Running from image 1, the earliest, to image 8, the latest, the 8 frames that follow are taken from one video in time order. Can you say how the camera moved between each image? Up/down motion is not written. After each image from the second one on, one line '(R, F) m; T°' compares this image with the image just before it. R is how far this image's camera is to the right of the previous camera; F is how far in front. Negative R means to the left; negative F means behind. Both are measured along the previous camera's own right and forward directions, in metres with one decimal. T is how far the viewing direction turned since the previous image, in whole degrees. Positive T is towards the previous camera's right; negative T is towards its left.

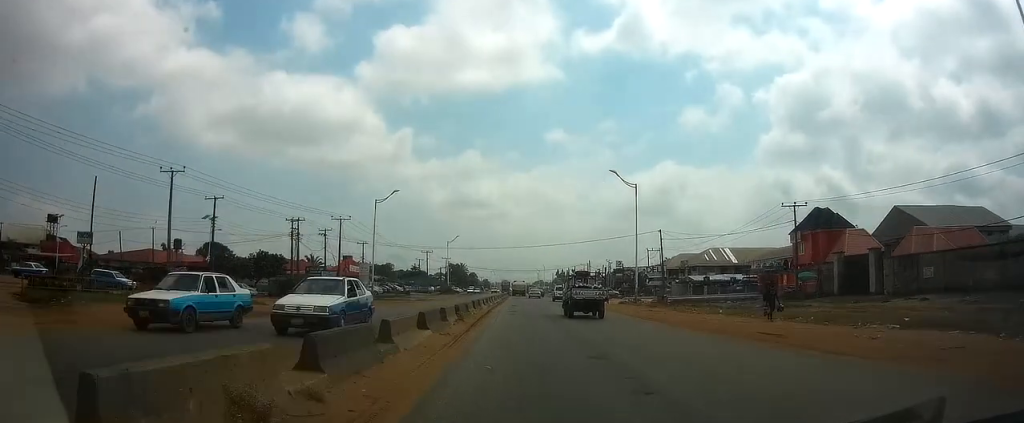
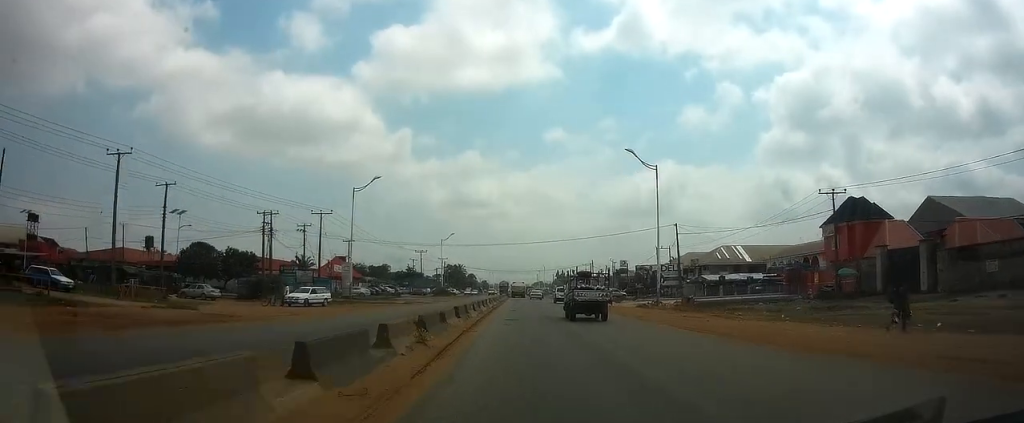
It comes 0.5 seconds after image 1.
(-0.1, +7.4) m; 0°
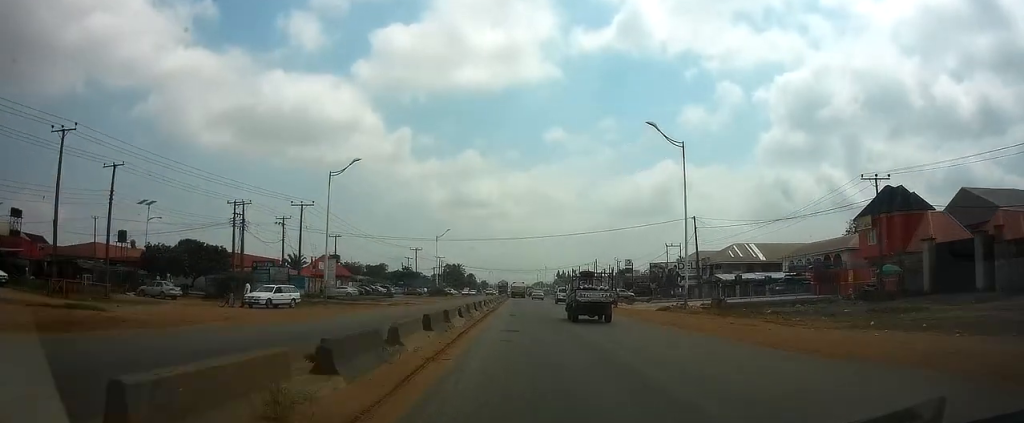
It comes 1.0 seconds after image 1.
(+0.1, +6.9) m; 0°
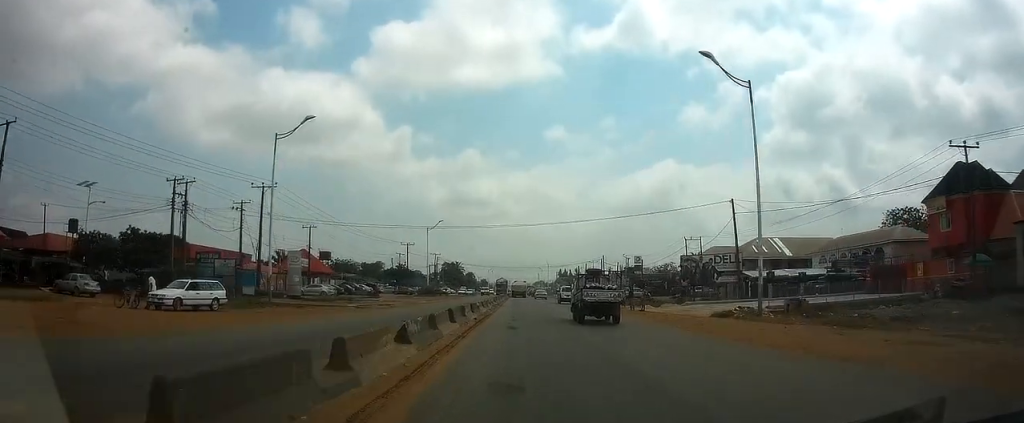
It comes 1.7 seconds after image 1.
(+0.1, +10.4) m; 0°
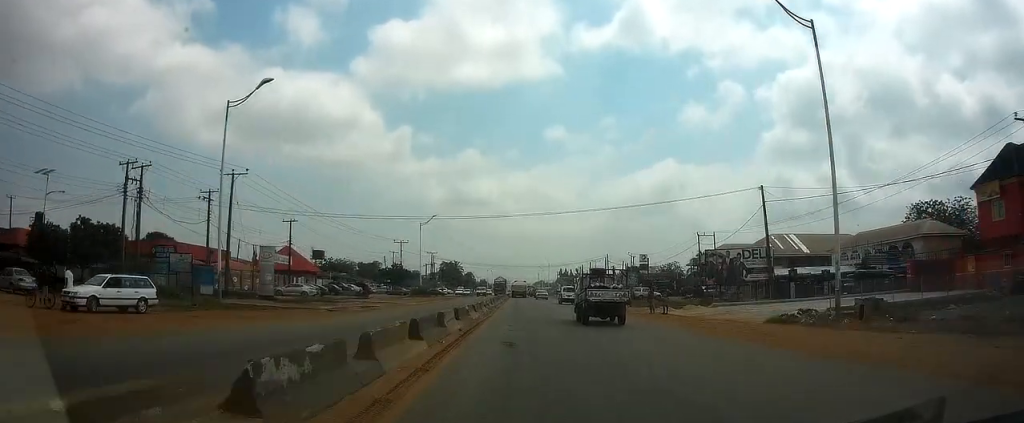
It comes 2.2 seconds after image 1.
(0.0, +6.4) m; 0°
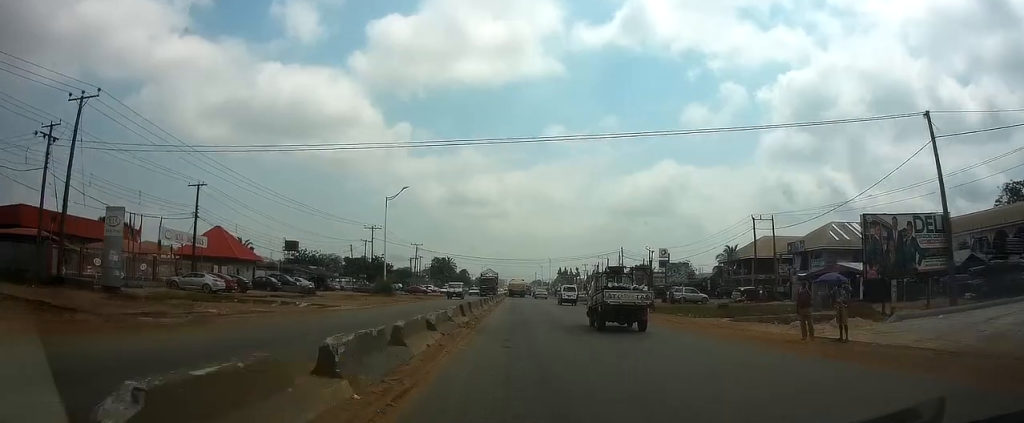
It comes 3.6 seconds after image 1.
(-0.1, +20.2) m; 0°
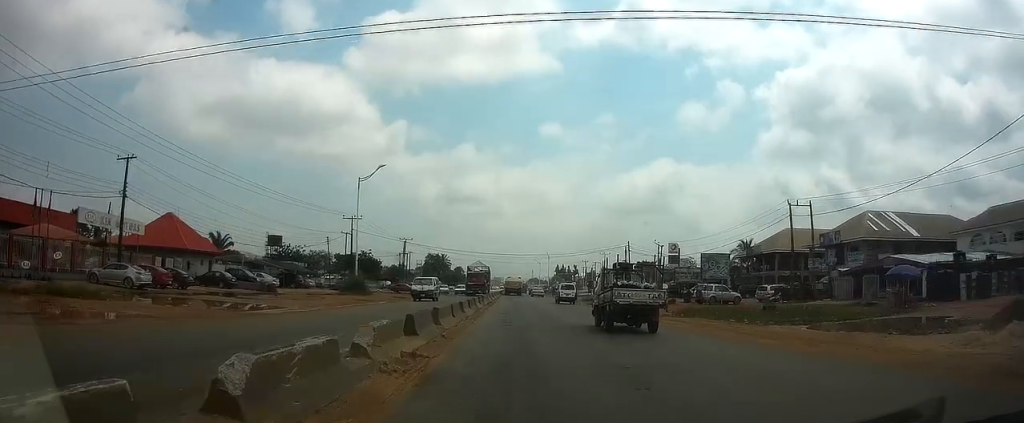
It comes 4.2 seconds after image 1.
(0.0, +9.7) m; 0°
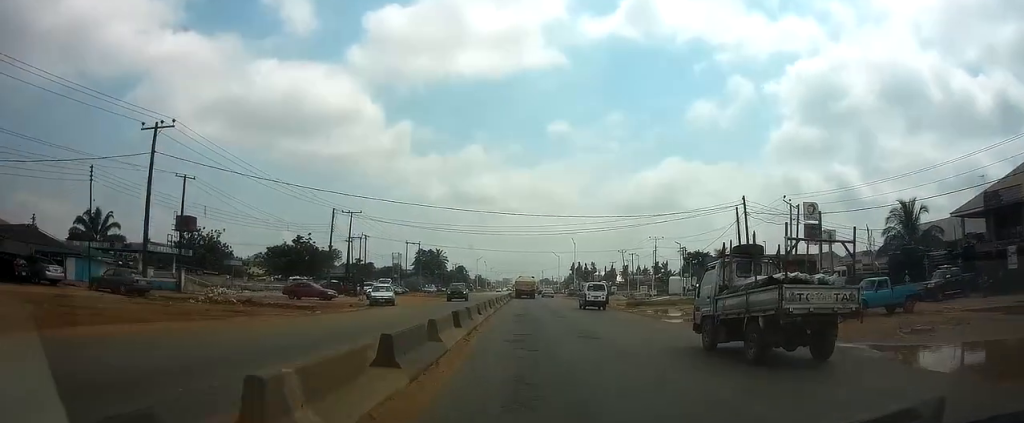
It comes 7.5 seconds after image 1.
(-0.2, +46.9) m; -1°
